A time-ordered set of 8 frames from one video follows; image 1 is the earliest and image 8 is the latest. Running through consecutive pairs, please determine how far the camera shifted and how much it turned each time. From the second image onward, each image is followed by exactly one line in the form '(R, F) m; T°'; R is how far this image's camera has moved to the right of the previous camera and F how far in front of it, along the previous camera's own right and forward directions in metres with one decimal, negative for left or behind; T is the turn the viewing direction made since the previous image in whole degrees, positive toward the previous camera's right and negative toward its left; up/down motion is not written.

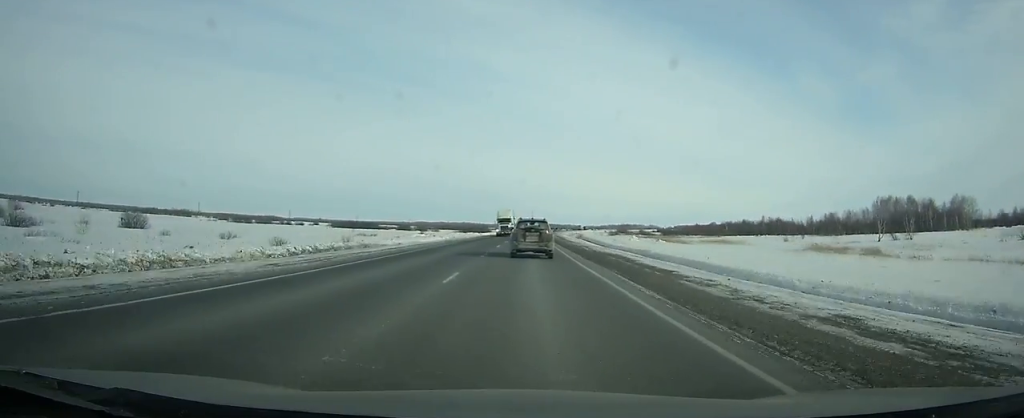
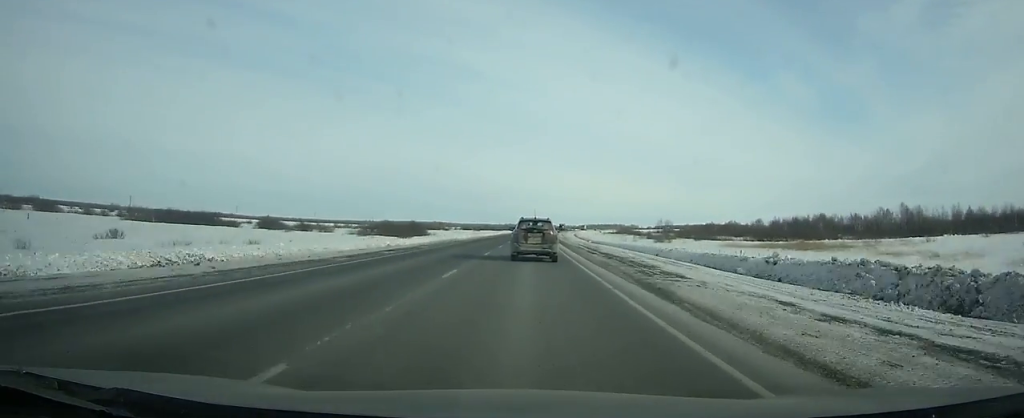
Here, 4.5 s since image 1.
(+3.2, +130.8) m; +3°
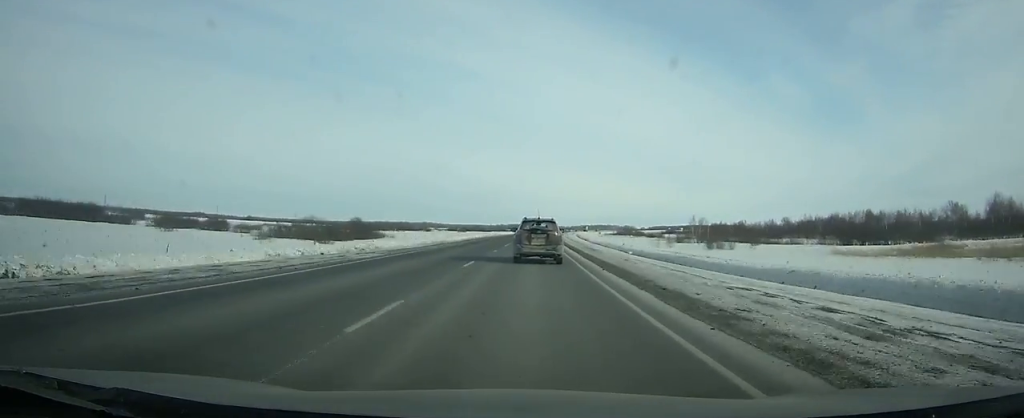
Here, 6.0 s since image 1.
(+0.6, +43.1) m; +1°
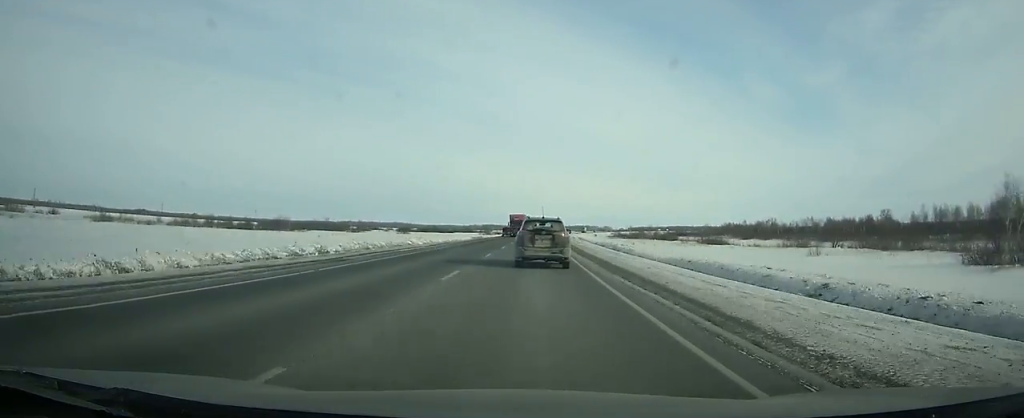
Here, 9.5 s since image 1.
(+1.8, +99.4) m; +2°
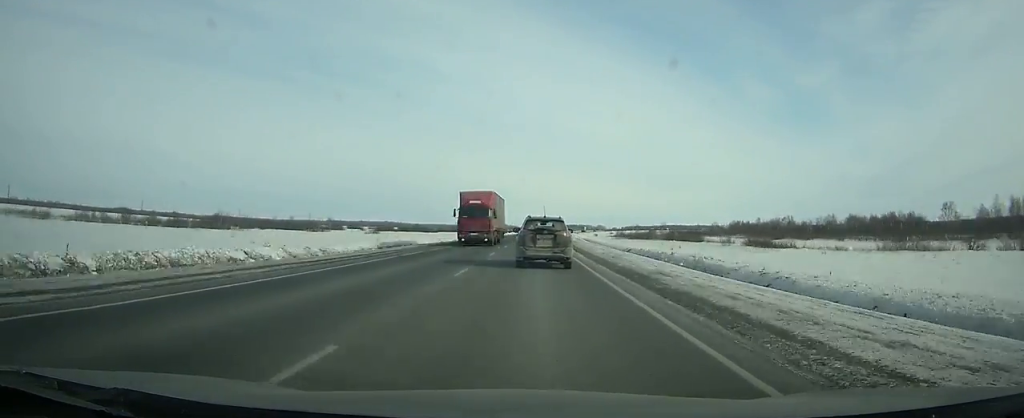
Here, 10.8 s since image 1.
(+0.3, +36.2) m; +1°
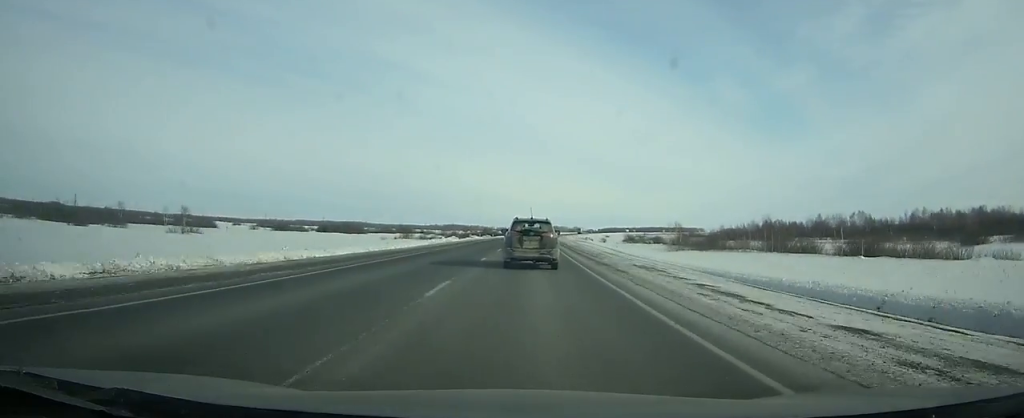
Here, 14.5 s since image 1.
(+2.2, +101.1) m; +2°
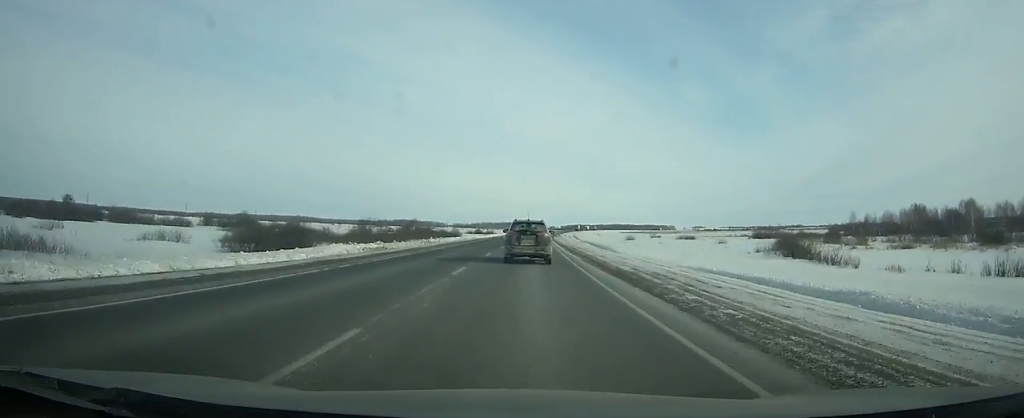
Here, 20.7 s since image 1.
(+5.6, +164.6) m; +4°
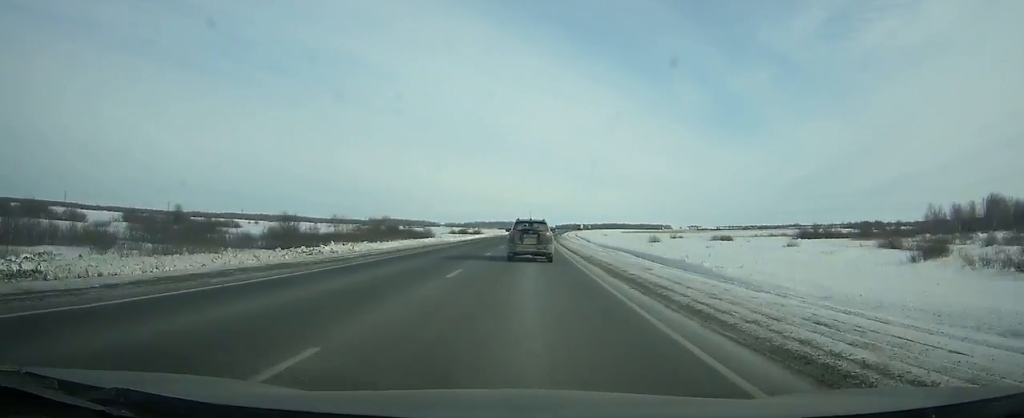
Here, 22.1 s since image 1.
(+0.1, +36.9) m; +1°
